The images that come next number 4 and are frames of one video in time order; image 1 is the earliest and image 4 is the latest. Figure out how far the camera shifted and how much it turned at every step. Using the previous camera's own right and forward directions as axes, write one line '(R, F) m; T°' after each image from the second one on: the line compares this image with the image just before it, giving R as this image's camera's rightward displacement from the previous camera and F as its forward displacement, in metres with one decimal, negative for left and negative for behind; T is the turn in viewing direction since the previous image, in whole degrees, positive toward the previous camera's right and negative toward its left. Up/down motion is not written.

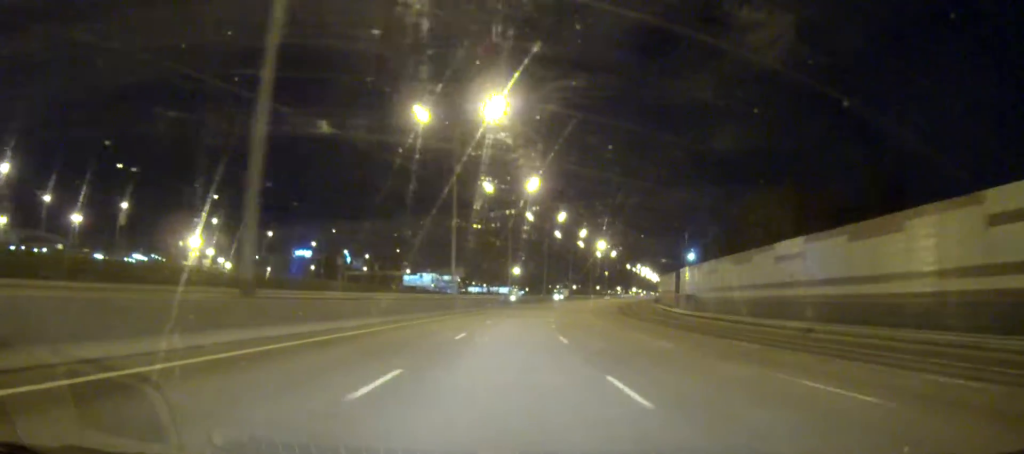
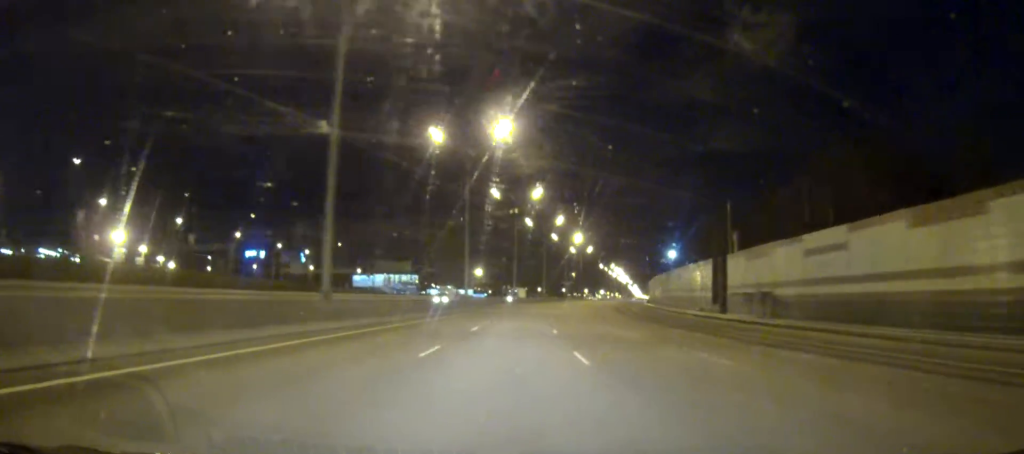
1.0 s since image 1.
(+0.9, +40.0) m; +3°
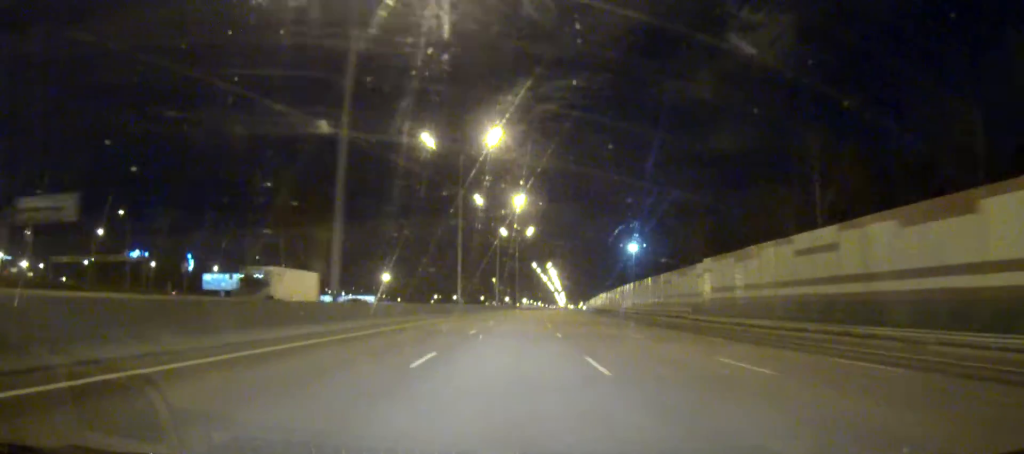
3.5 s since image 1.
(+5.5, +97.1) m; +7°
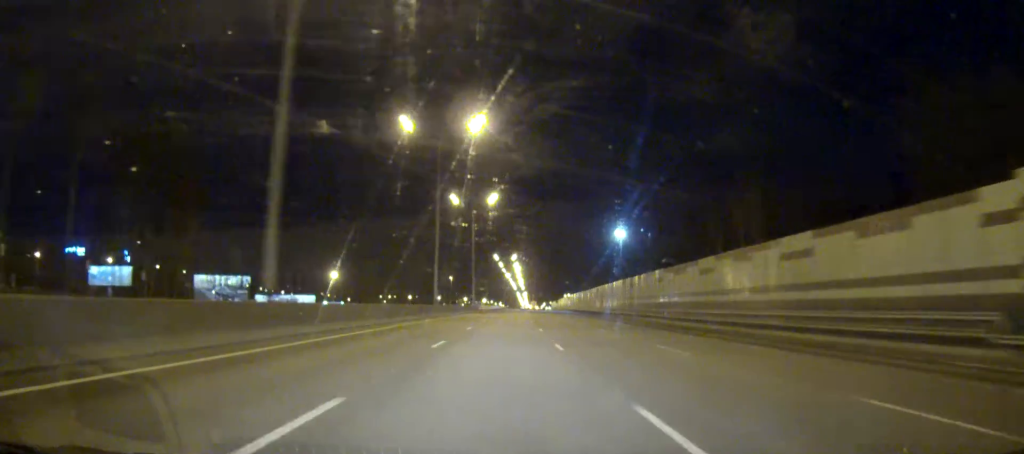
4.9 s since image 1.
(+1.7, +56.7) m; +3°
